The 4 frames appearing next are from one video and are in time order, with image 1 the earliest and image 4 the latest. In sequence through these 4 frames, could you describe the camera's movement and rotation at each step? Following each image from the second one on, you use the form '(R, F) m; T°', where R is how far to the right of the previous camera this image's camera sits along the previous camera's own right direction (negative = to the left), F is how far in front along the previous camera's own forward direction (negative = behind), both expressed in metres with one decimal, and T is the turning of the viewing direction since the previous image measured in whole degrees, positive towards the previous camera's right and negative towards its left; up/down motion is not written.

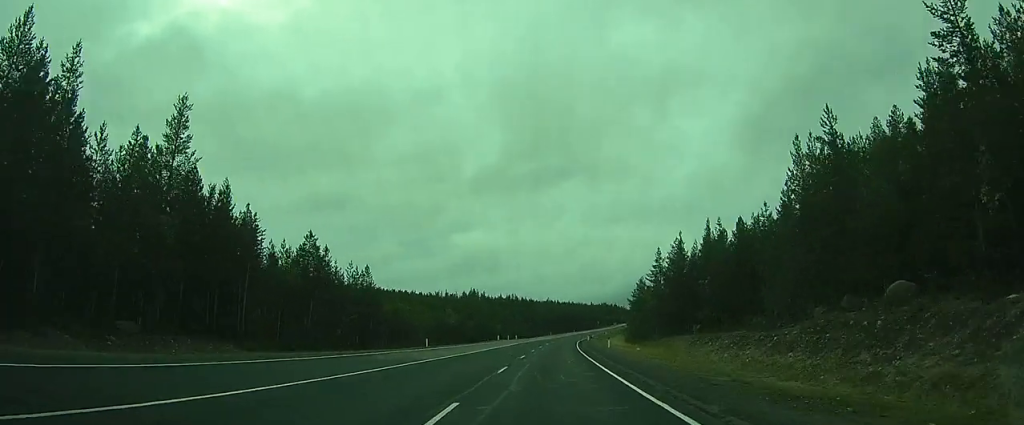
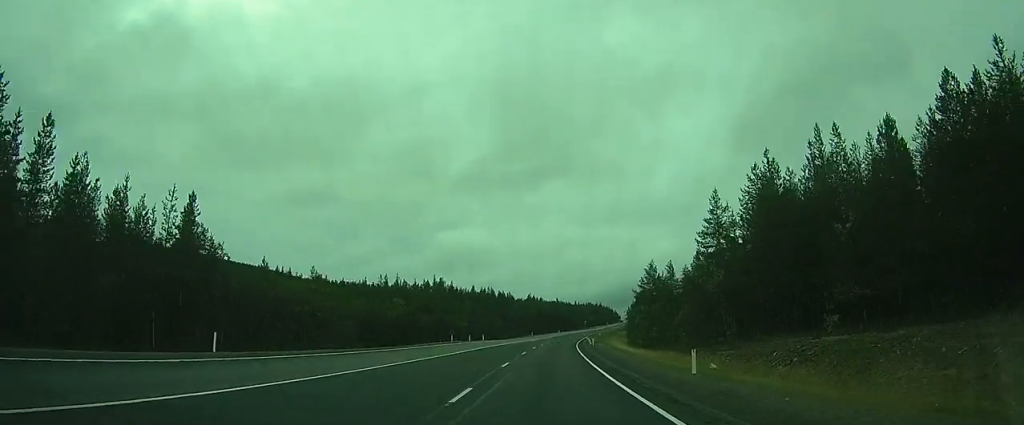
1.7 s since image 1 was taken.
(+0.2, +32.0) m; +2°
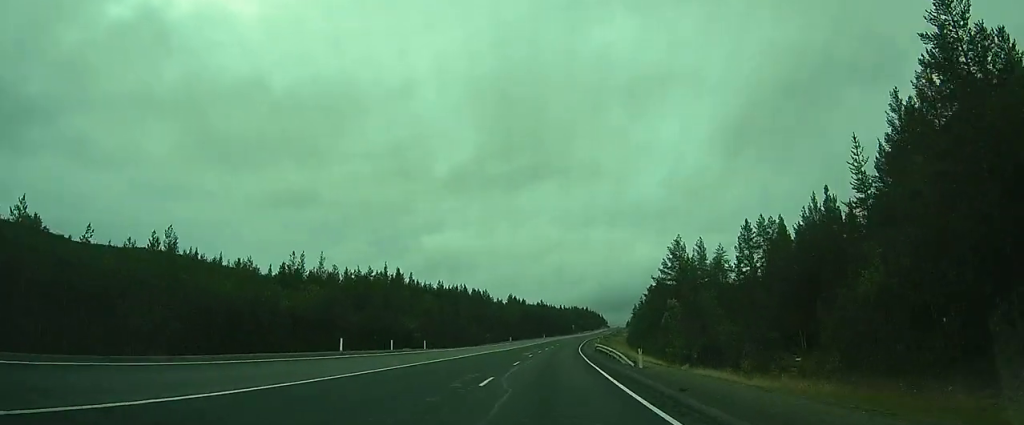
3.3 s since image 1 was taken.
(+1.0, +31.9) m; +3°
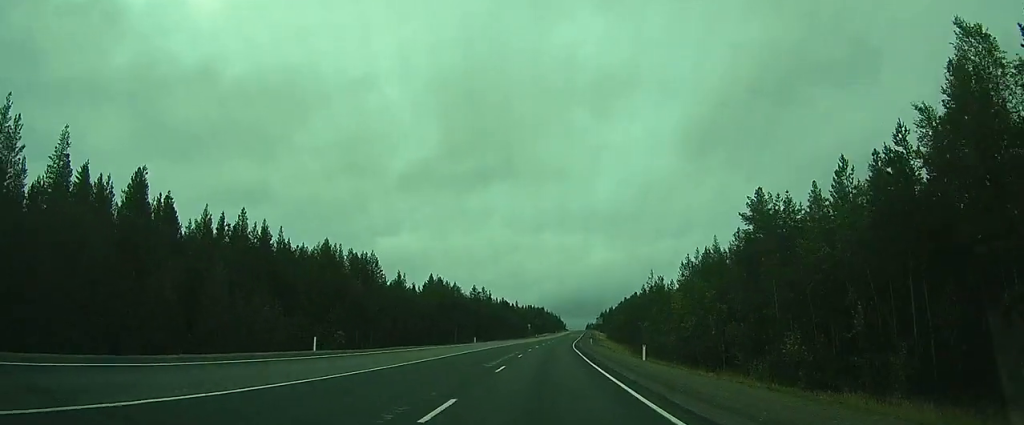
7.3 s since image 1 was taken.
(+1.5, +86.8) m; +3°
